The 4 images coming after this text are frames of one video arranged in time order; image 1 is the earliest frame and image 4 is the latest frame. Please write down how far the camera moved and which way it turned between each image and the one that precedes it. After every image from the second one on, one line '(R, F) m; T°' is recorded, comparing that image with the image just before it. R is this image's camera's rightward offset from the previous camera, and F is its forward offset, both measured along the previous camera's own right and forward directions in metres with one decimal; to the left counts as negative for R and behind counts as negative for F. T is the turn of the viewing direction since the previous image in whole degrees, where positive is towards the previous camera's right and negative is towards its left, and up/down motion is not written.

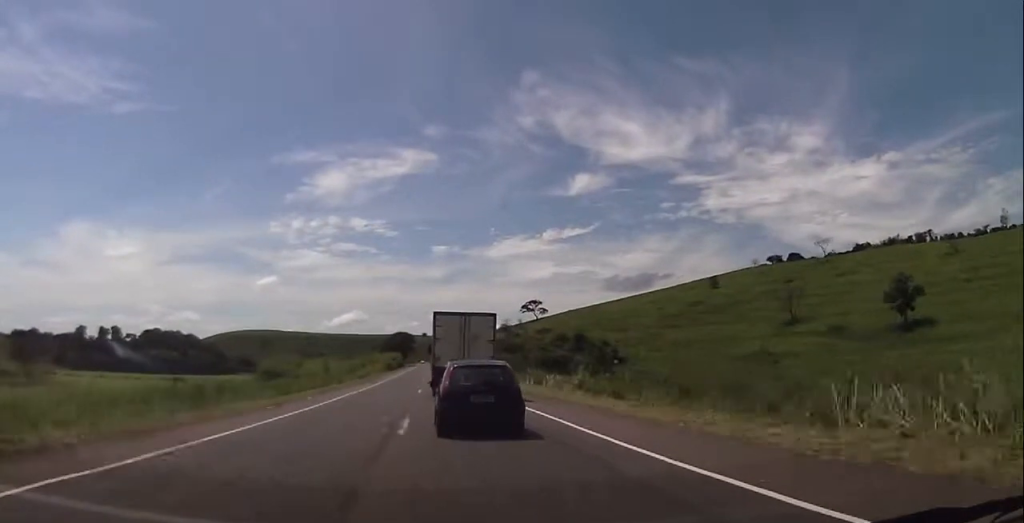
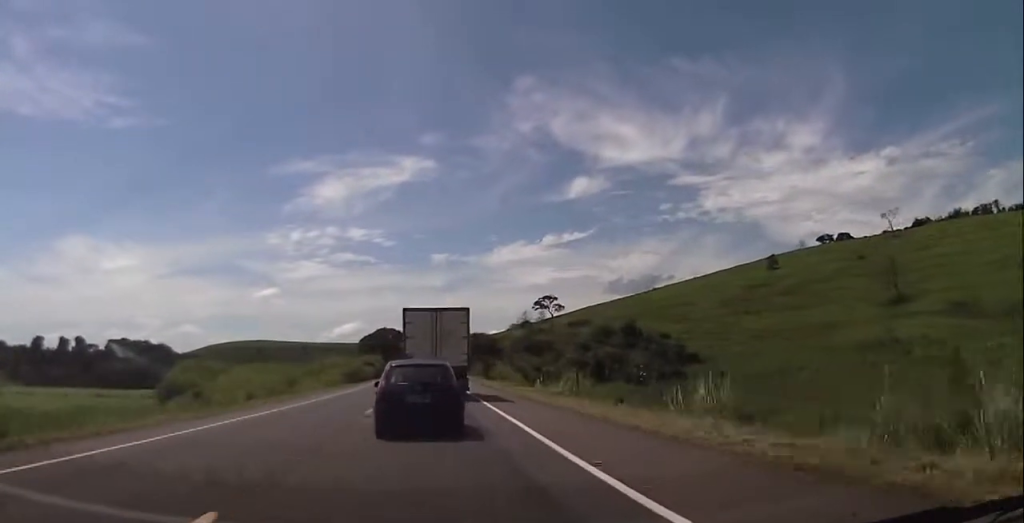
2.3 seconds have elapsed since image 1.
(-0.1, +65.5) m; 0°
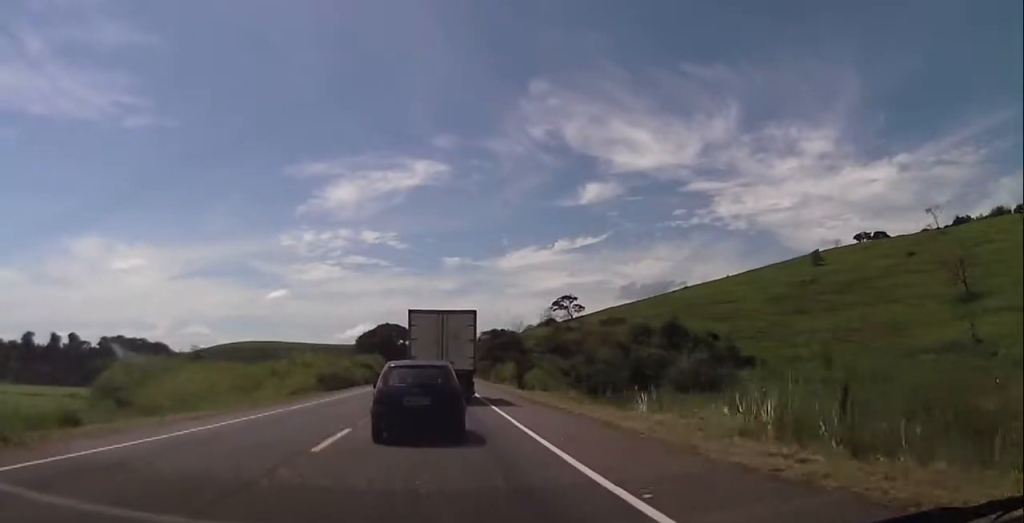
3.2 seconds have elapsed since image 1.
(0.0, +26.3) m; -1°
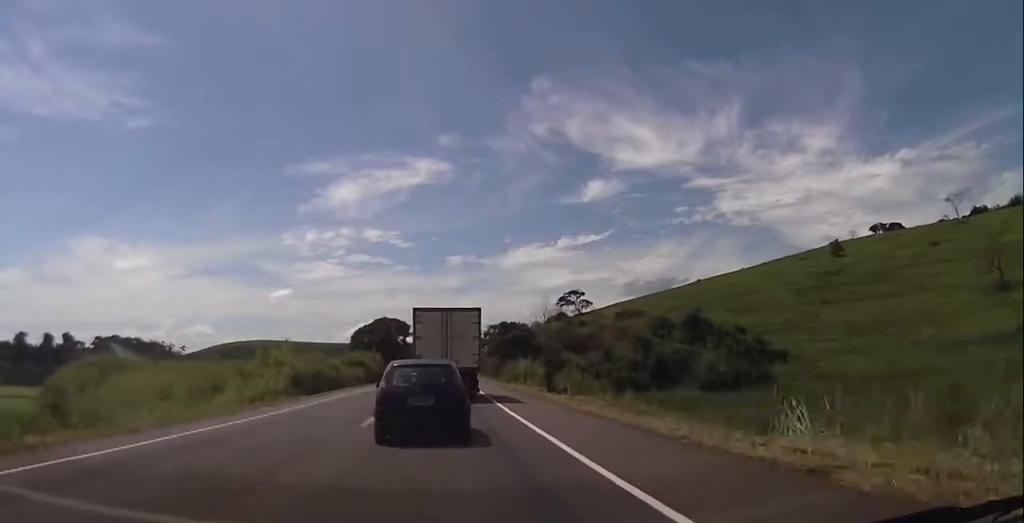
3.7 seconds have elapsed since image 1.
(-0.2, +12.9) m; 0°
